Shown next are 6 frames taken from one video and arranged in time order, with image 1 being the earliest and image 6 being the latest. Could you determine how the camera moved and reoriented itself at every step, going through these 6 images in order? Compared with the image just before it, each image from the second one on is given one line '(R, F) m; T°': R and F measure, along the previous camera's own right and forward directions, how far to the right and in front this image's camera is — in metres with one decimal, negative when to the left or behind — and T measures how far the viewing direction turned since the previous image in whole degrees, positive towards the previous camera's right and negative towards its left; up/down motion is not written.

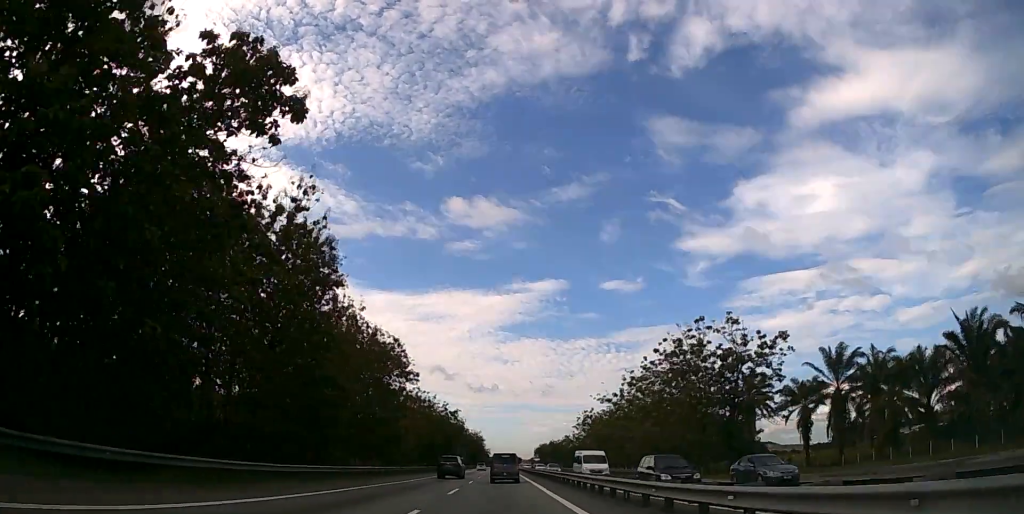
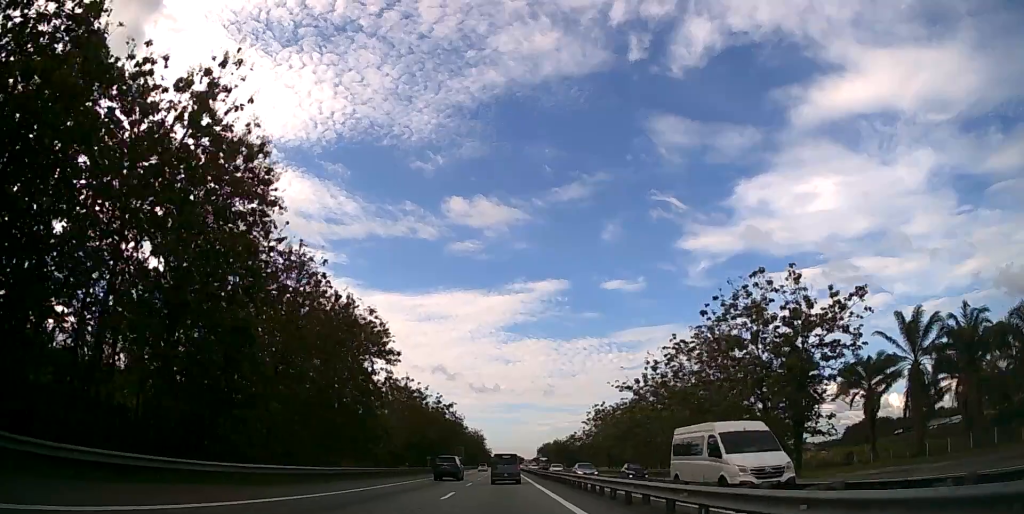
(0.0, +14.5) m; 0°
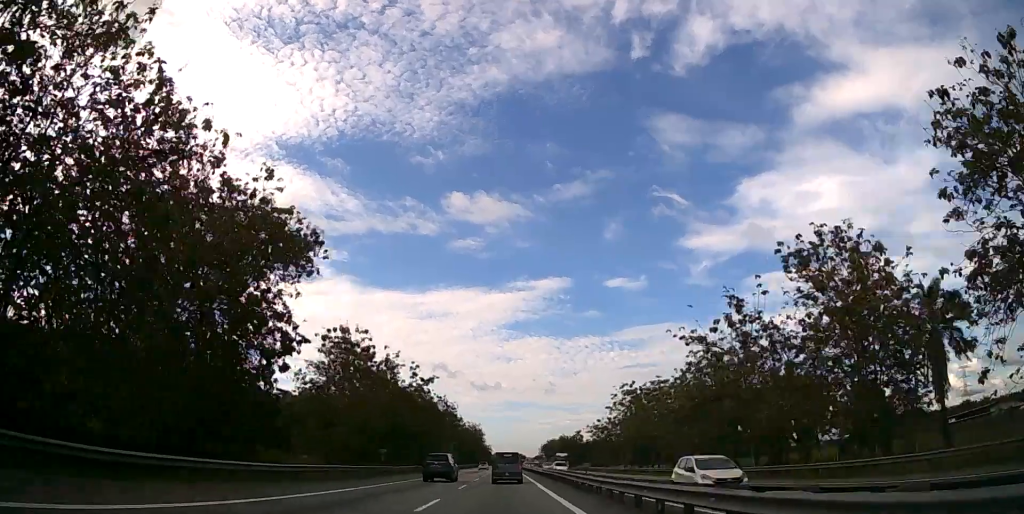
(0.0, +29.9) m; 0°
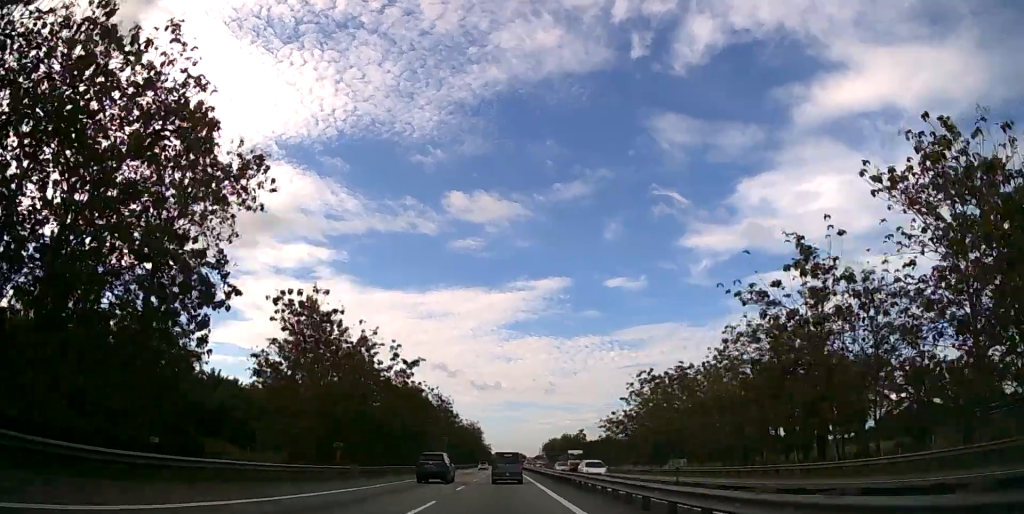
(0.0, +13.1) m; 0°
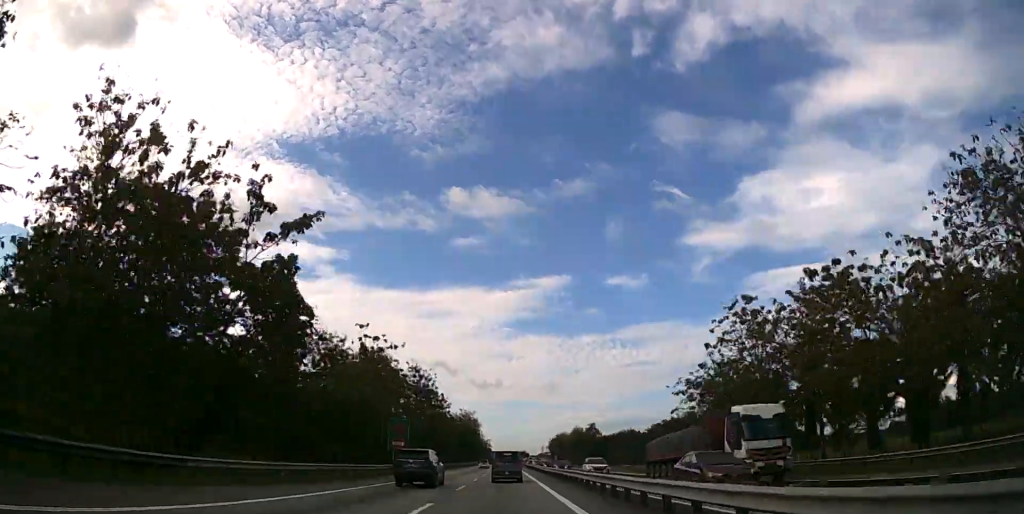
(-0.1, +37.6) m; 0°
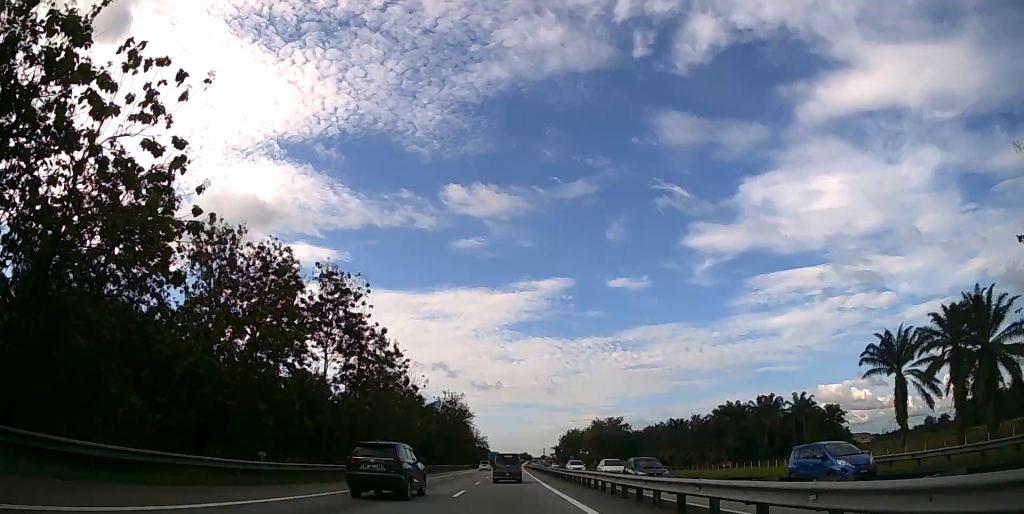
(-0.1, +52.2) m; 0°
